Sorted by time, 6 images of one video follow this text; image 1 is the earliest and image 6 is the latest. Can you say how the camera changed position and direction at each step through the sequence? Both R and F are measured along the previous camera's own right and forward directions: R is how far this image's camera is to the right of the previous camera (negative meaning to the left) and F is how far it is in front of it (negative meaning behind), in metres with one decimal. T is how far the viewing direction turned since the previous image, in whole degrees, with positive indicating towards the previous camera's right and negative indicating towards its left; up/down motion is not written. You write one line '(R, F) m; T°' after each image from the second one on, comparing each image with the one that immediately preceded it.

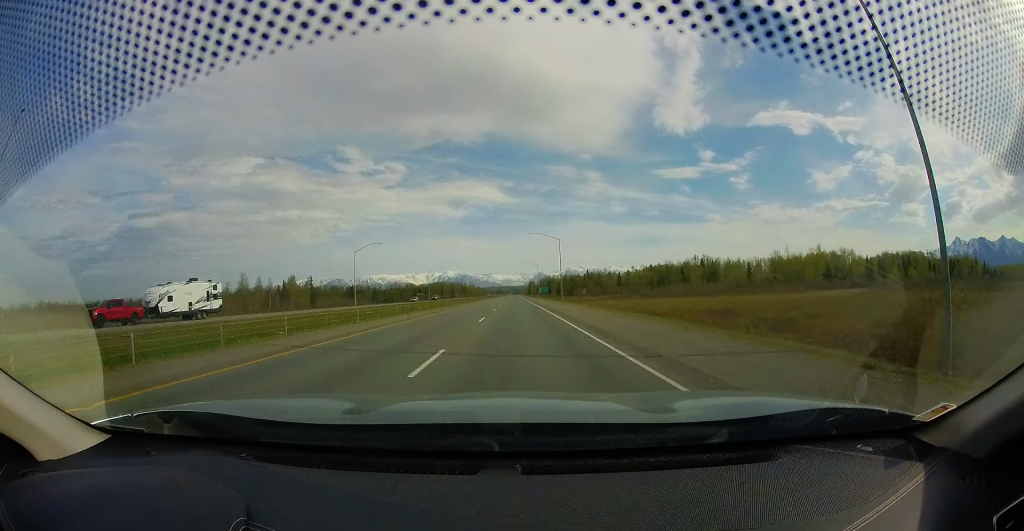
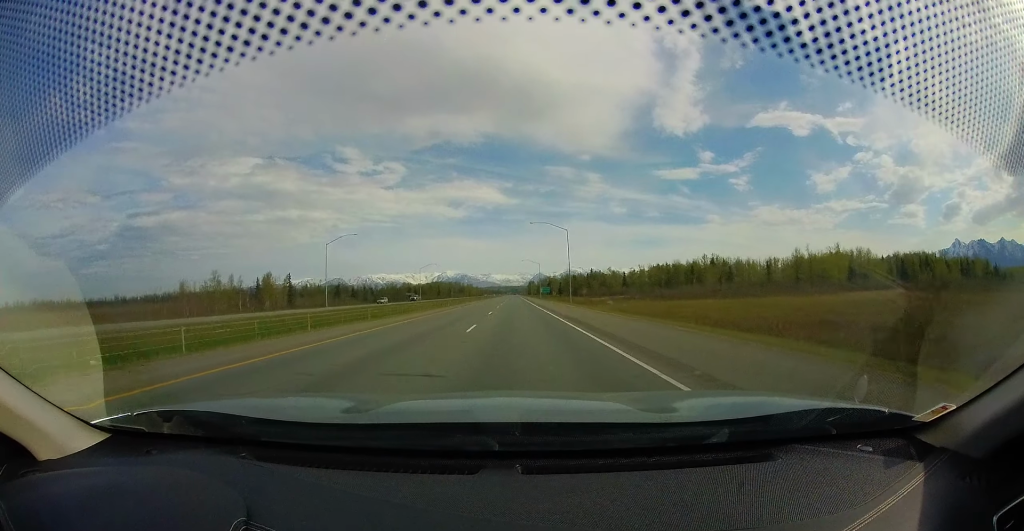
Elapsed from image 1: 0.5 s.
(-0.1, +17.1) m; 0°
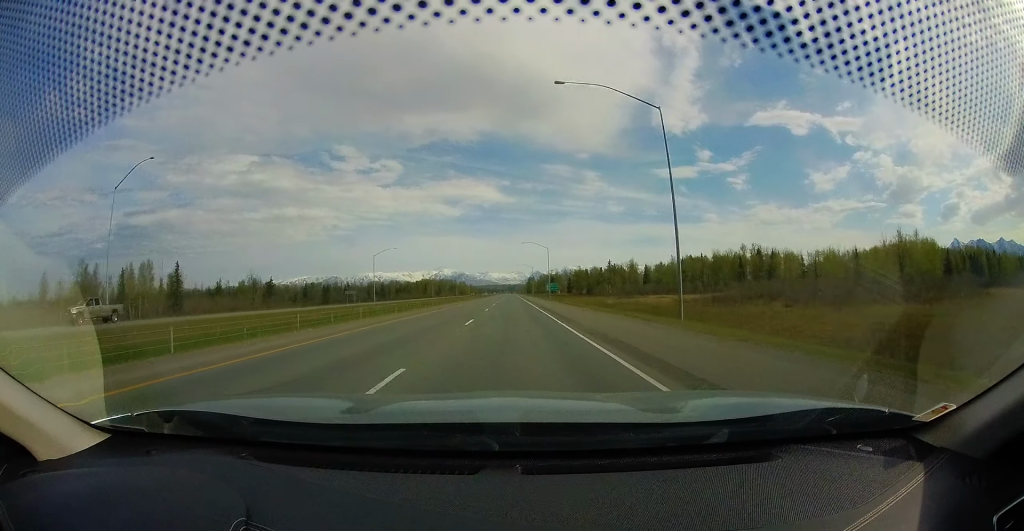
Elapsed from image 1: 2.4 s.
(+0.8, +58.8) m; +1°
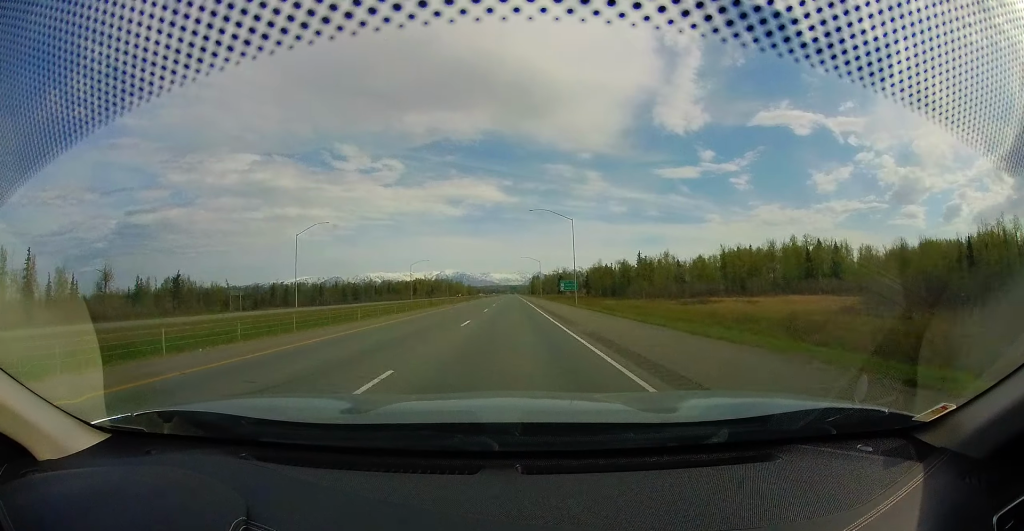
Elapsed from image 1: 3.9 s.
(-0.4, +48.8) m; -1°
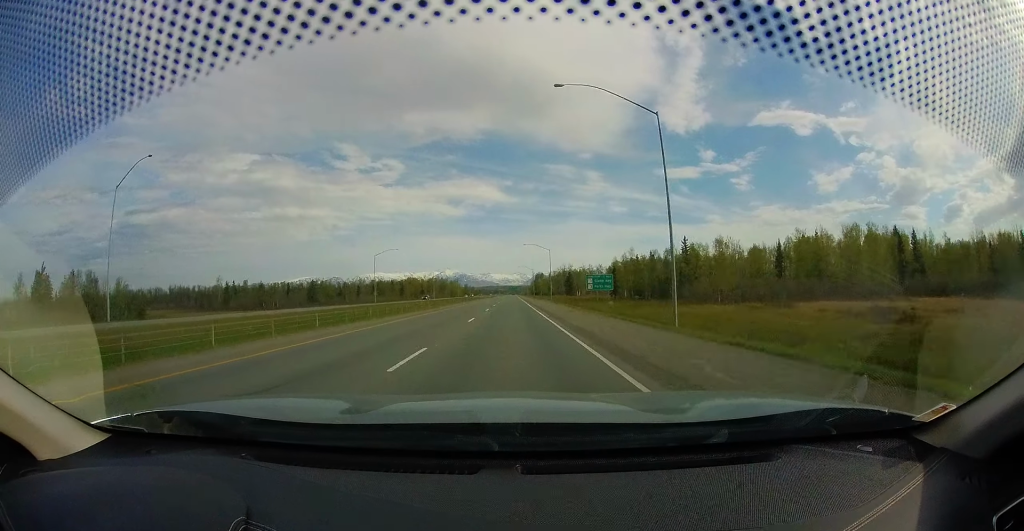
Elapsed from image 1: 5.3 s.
(0.0, +45.5) m; 0°
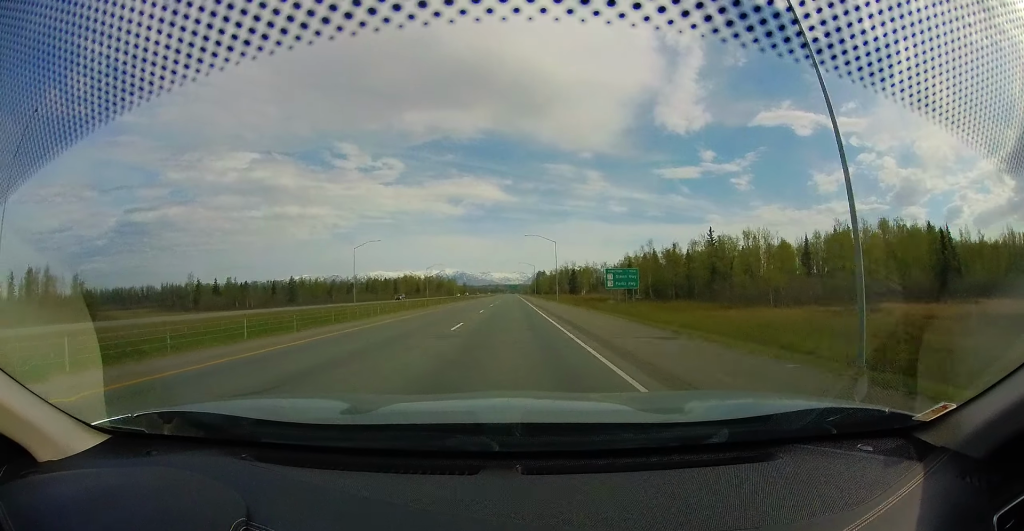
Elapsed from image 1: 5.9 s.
(0.0, +16.9) m; 0°
